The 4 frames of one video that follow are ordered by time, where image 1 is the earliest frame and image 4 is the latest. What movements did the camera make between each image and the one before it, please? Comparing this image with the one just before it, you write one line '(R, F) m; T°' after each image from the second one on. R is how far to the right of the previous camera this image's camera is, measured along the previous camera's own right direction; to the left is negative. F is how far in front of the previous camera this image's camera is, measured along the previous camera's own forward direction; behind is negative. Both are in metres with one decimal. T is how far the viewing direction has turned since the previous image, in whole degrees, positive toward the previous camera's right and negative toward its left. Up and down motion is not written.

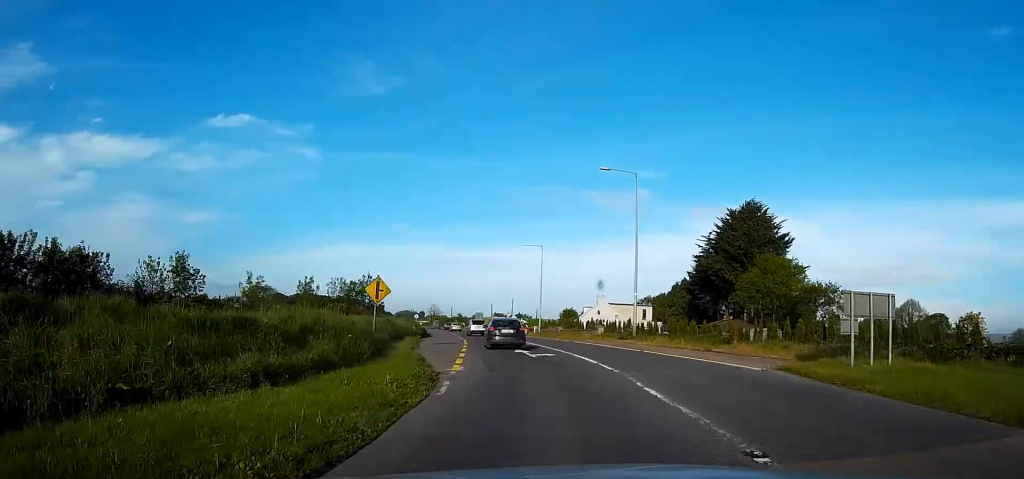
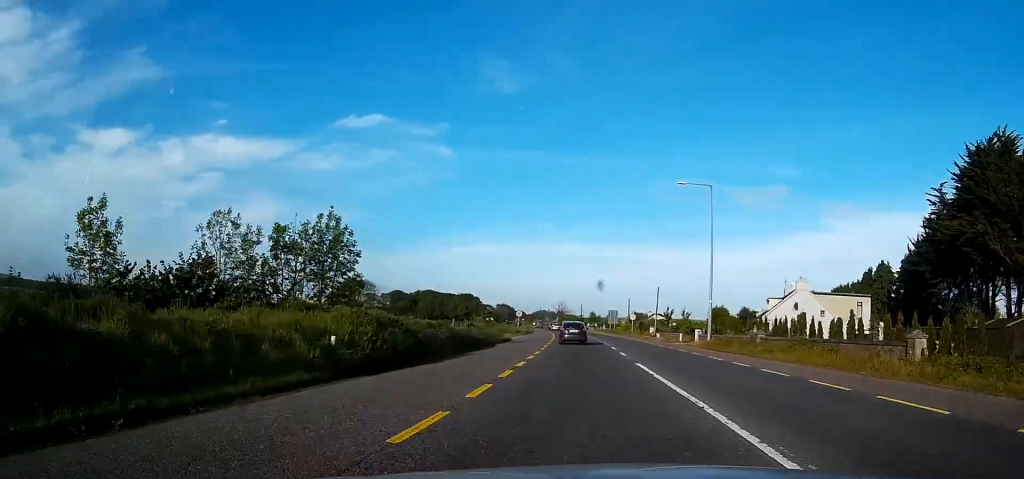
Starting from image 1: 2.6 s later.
(-7.8, +38.5) m; -16°
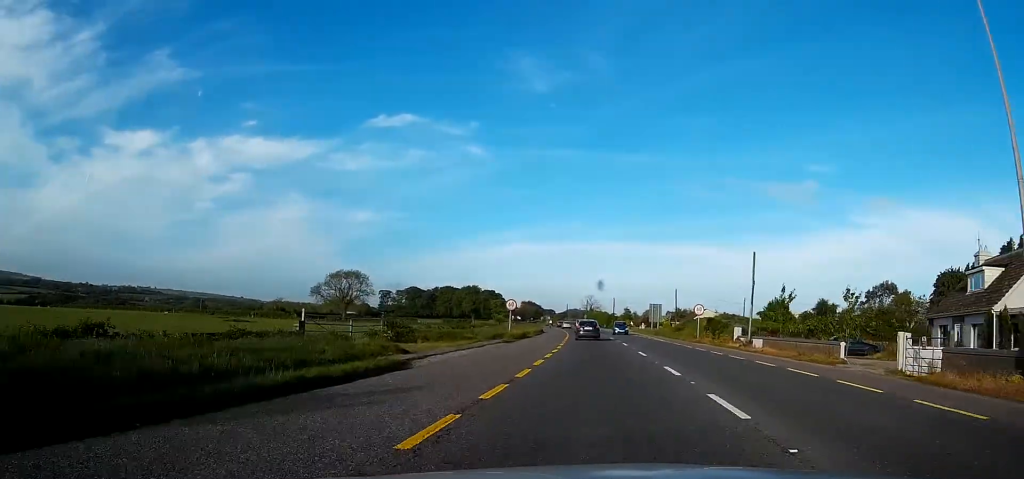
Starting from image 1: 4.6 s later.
(-0.3, +34.3) m; -1°
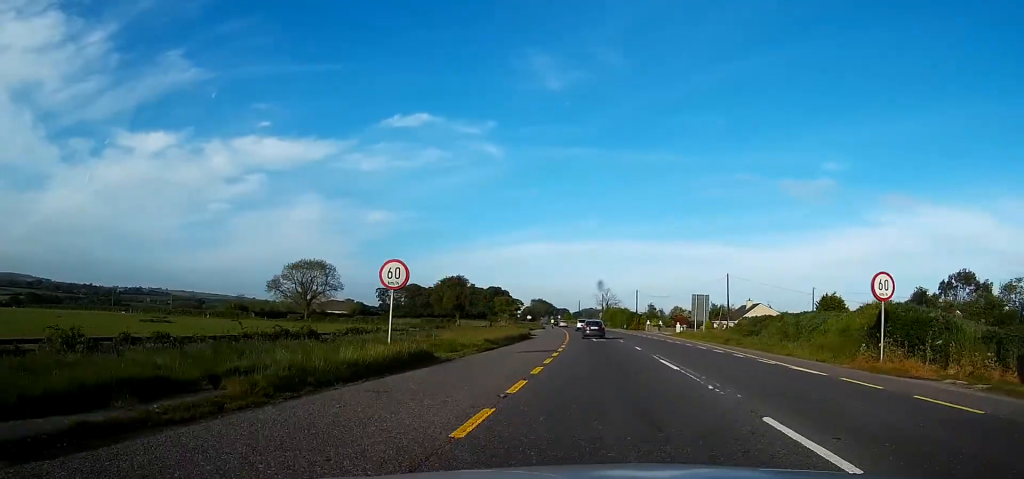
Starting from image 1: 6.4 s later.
(-0.2, +32.7) m; -1°
